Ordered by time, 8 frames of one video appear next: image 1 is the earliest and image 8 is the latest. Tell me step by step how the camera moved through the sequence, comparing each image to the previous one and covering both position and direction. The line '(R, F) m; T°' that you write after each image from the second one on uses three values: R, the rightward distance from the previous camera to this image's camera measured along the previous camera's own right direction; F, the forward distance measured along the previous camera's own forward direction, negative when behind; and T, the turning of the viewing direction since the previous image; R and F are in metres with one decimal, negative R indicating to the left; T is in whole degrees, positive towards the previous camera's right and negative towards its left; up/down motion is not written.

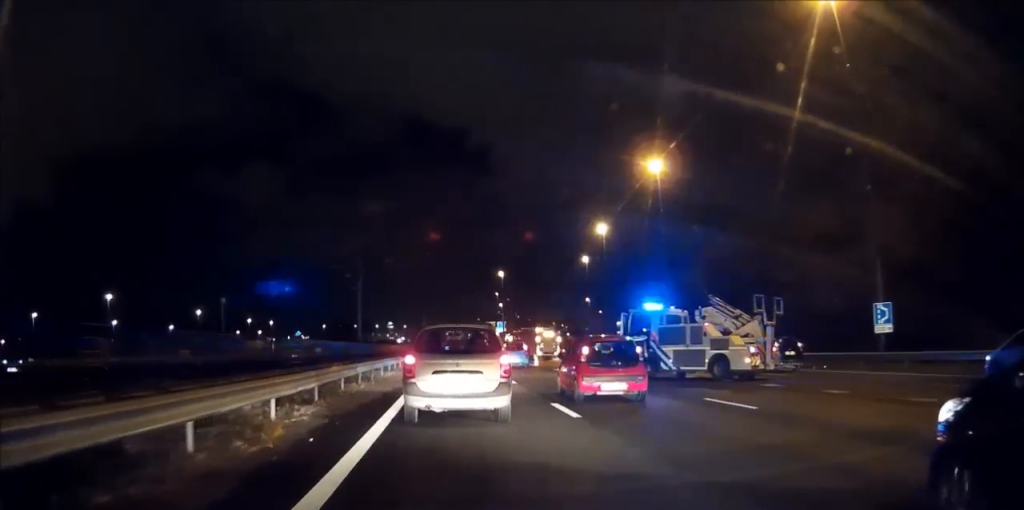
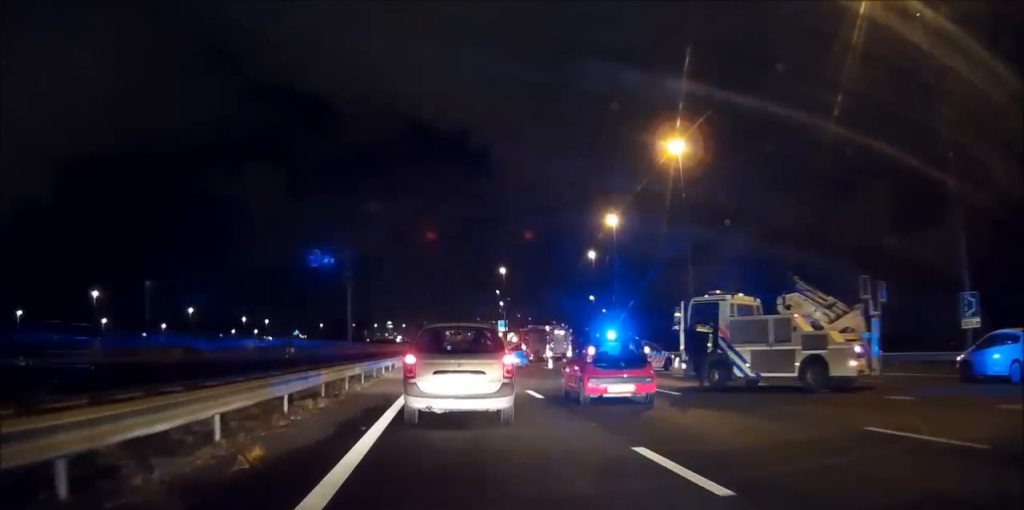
(+0.2, +7.0) m; 0°
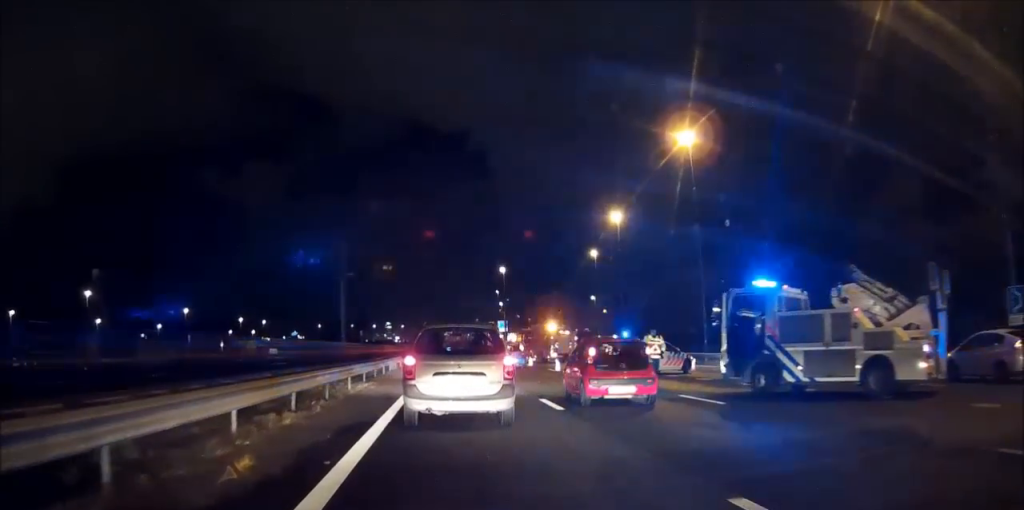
(-0.1, +3.2) m; -1°
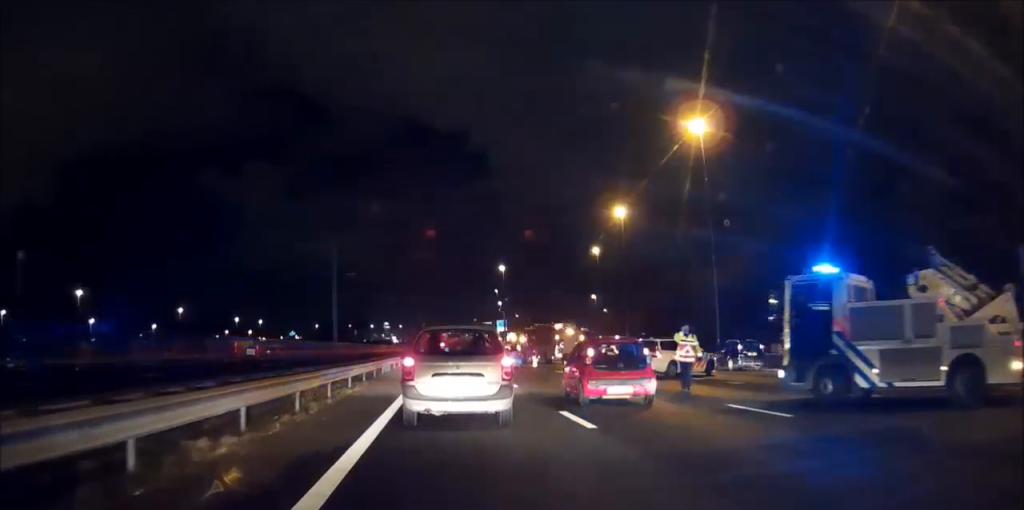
(0.0, +3.5) m; -1°
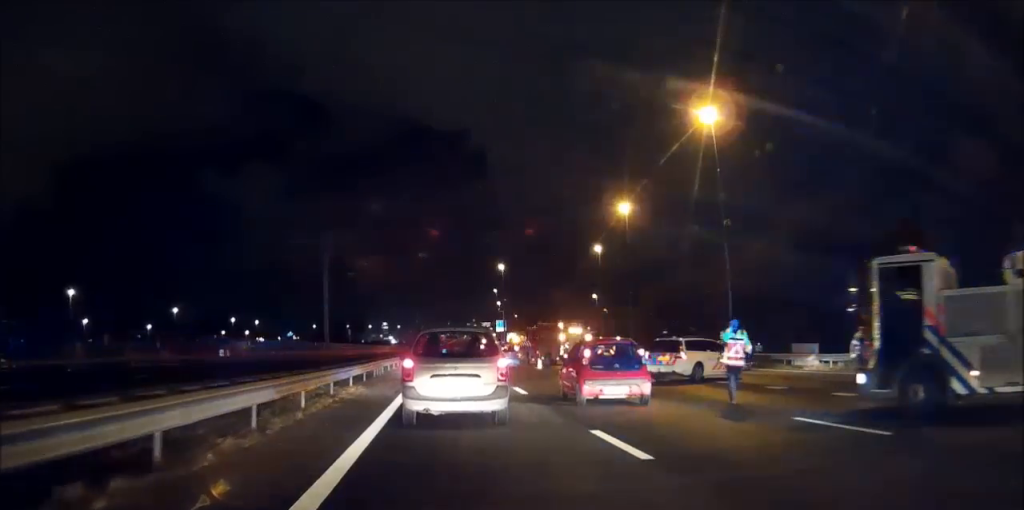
(0.0, +3.4) m; 0°
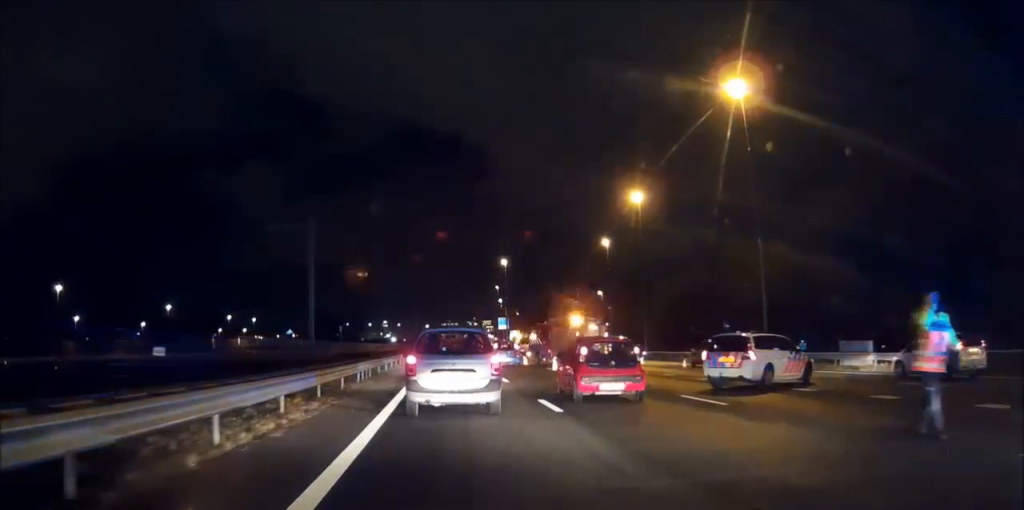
(0.0, +6.3) m; +1°
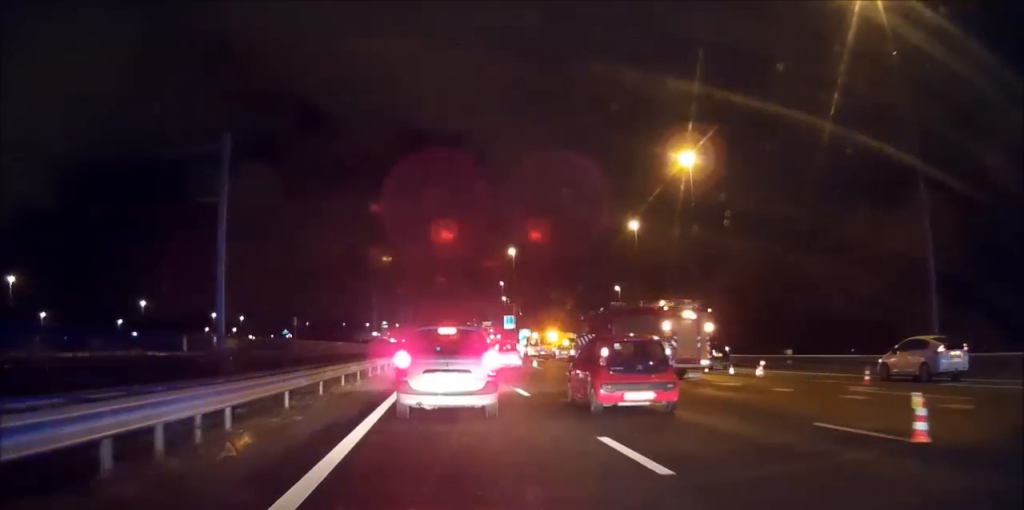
(+0.4, +18.7) m; +1°
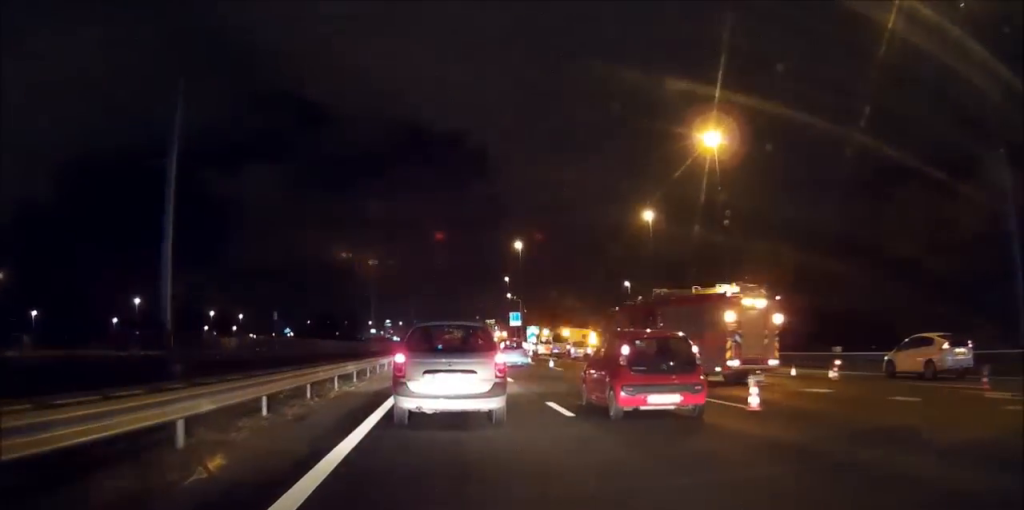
(0.0, +5.9) m; -1°
